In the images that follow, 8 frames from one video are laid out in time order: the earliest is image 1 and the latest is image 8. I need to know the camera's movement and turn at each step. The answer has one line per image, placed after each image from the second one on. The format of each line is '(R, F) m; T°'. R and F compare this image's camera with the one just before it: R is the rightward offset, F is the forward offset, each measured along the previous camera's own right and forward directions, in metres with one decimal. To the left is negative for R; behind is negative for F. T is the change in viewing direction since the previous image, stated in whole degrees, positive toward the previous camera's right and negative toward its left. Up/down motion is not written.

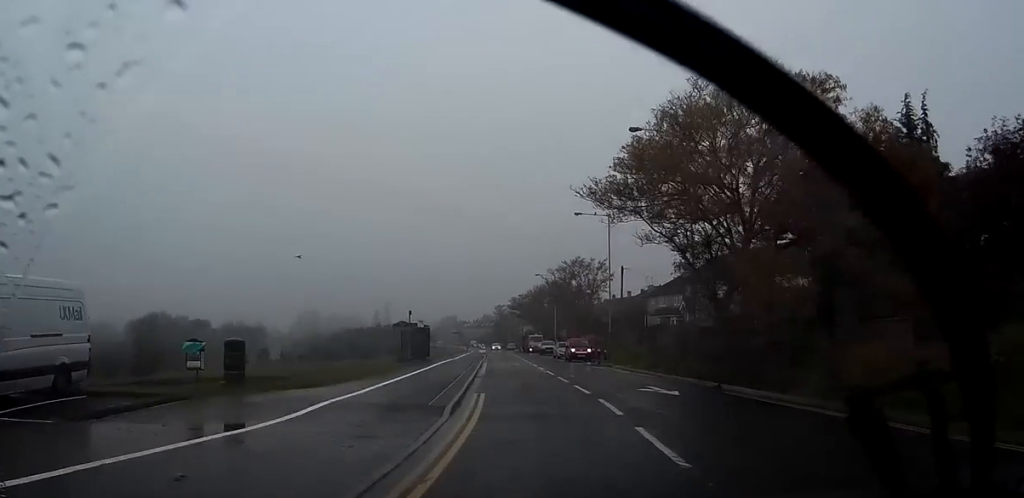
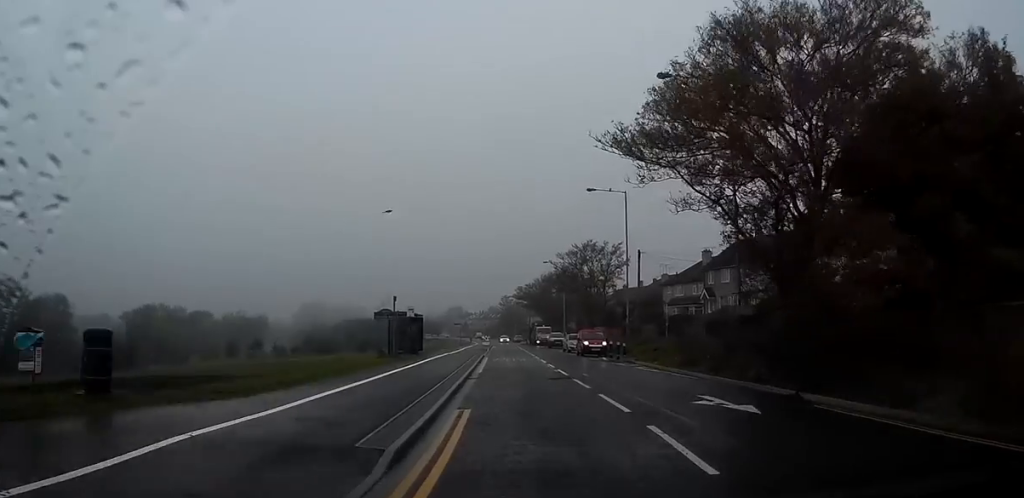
(0.0, +6.6) m; 0°
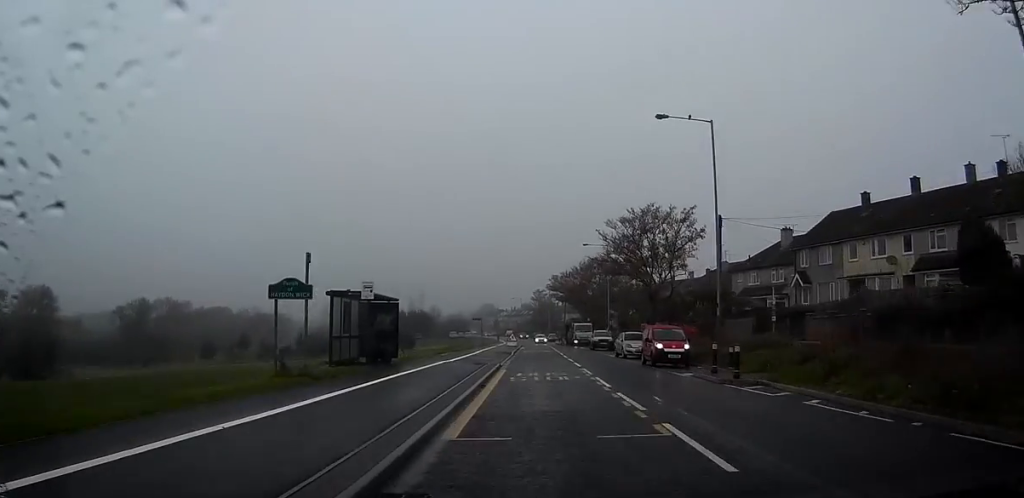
(-0.1, +17.7) m; 0°
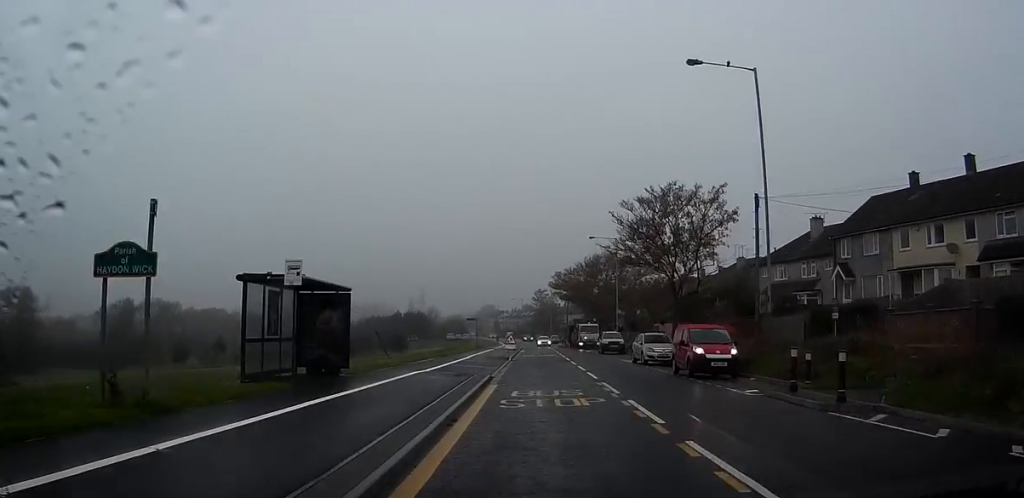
(-0.1, +7.6) m; +1°
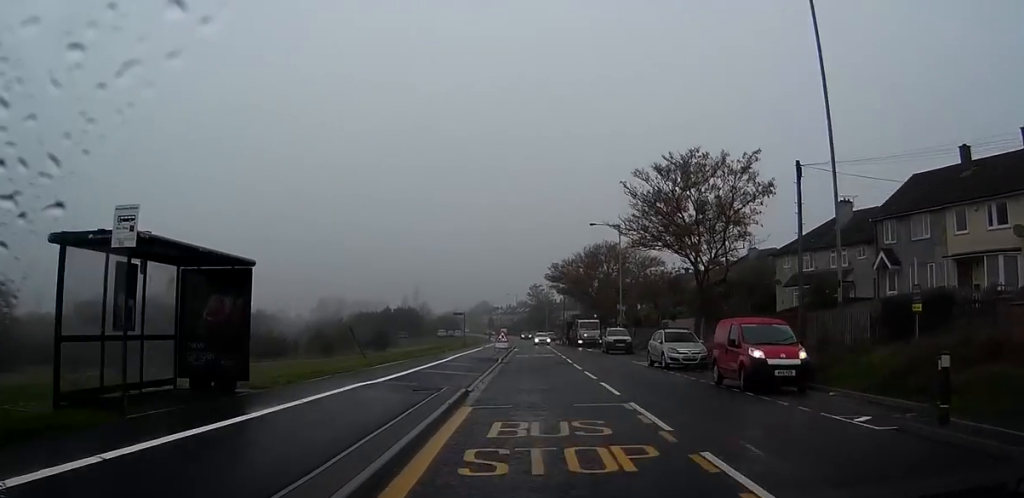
(+0.3, +7.0) m; +1°
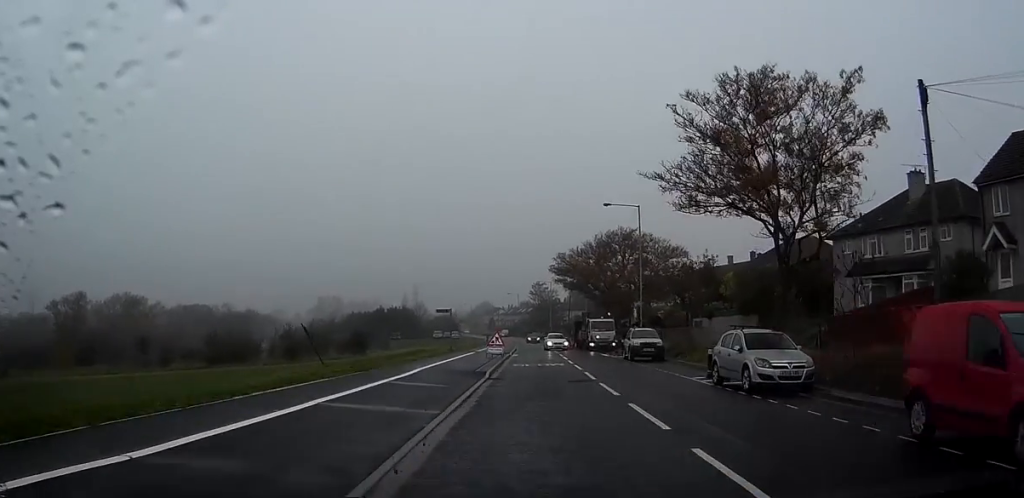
(+0.1, +11.3) m; -1°
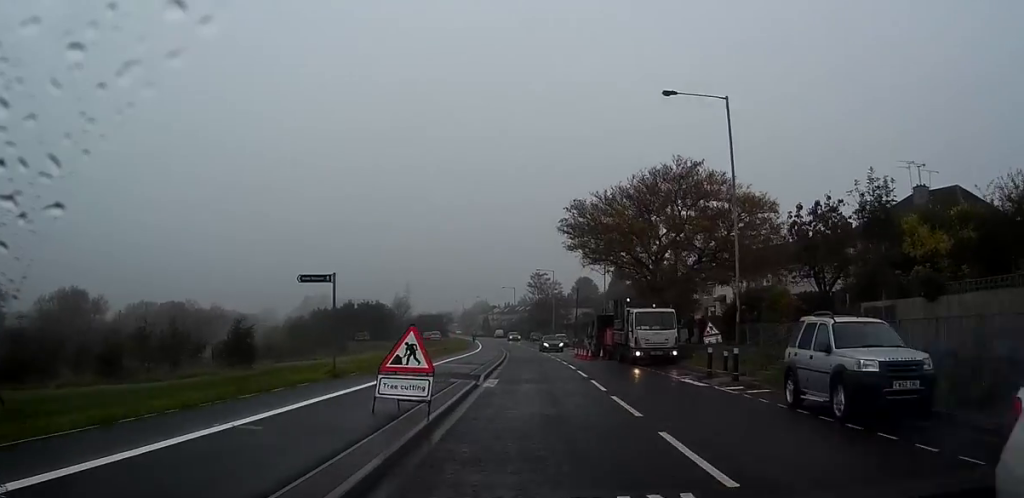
(-0.8, +27.8) m; 0°
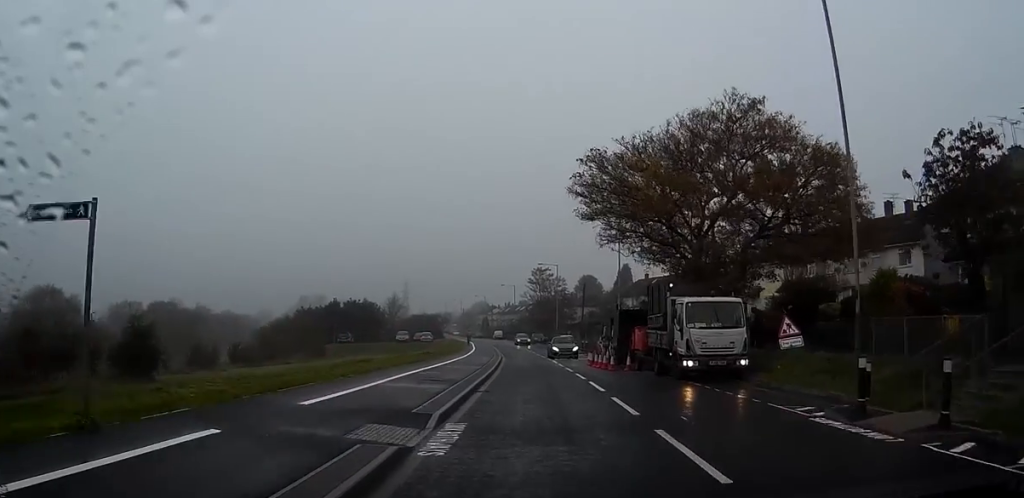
(+0.3, +11.6) m; +1°
